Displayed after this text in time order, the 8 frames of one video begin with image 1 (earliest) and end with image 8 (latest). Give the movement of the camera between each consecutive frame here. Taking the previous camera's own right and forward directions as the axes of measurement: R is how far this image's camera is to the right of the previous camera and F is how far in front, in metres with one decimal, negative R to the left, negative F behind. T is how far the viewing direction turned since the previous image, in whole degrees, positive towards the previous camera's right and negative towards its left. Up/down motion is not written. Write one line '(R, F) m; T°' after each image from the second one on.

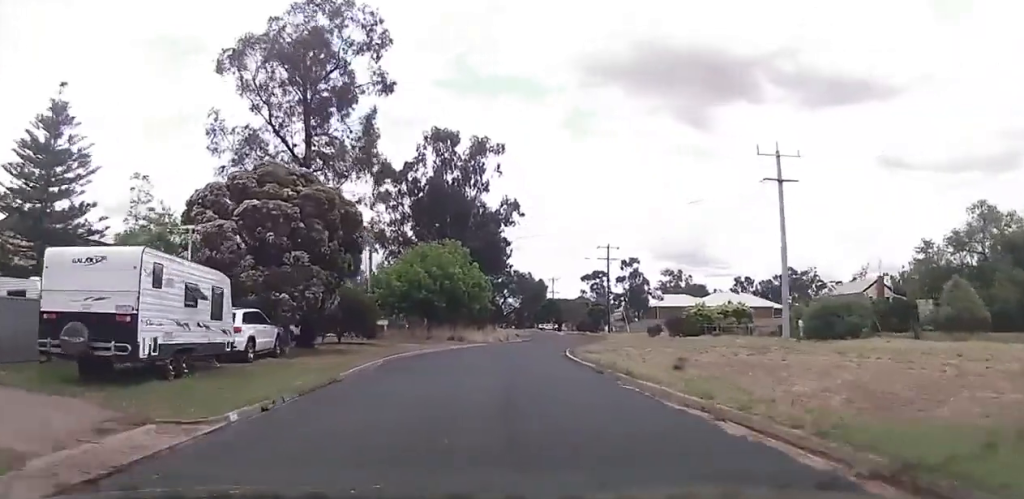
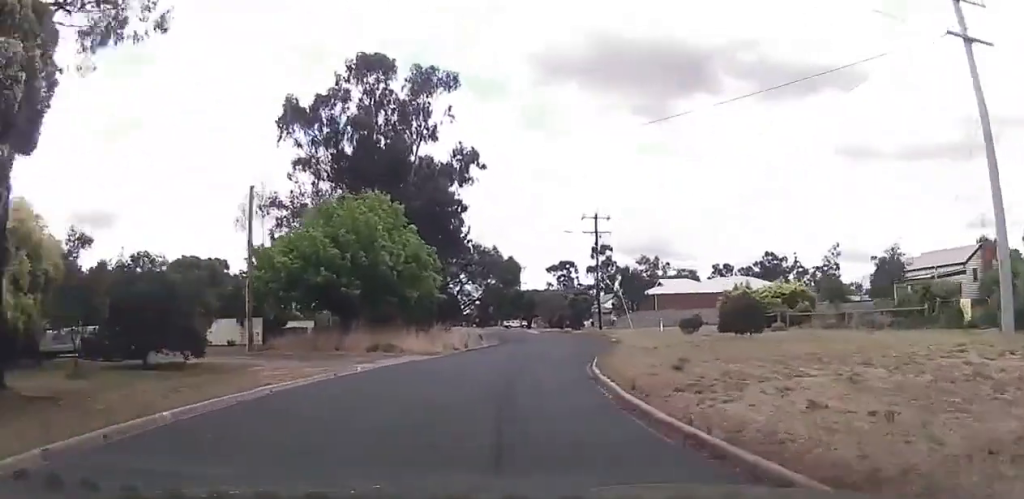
(+0.4, +18.0) m; +2°
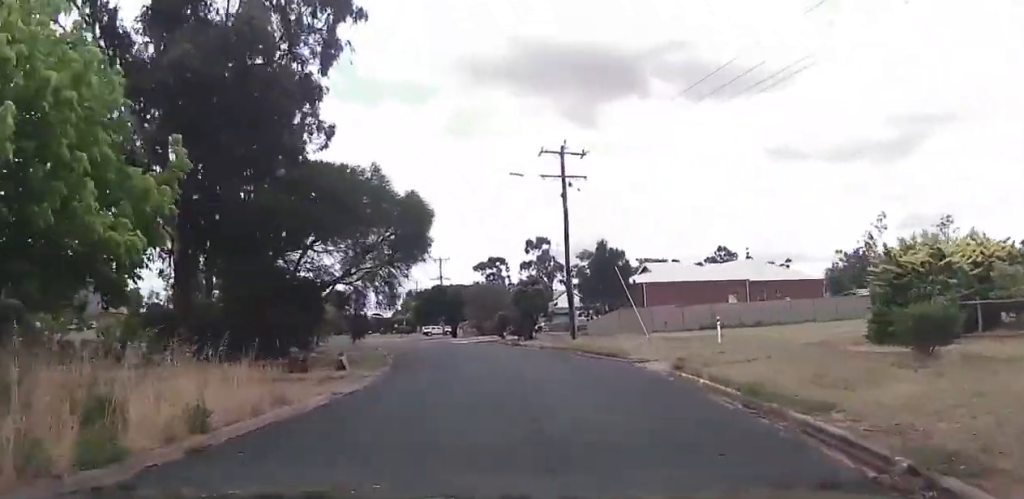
(+1.1, +26.9) m; +6°
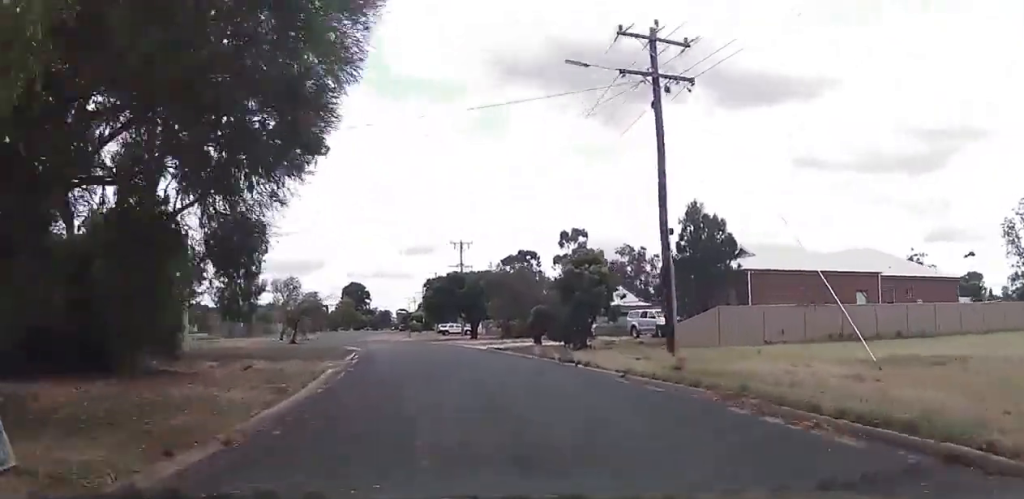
(+0.6, +16.1) m; 0°
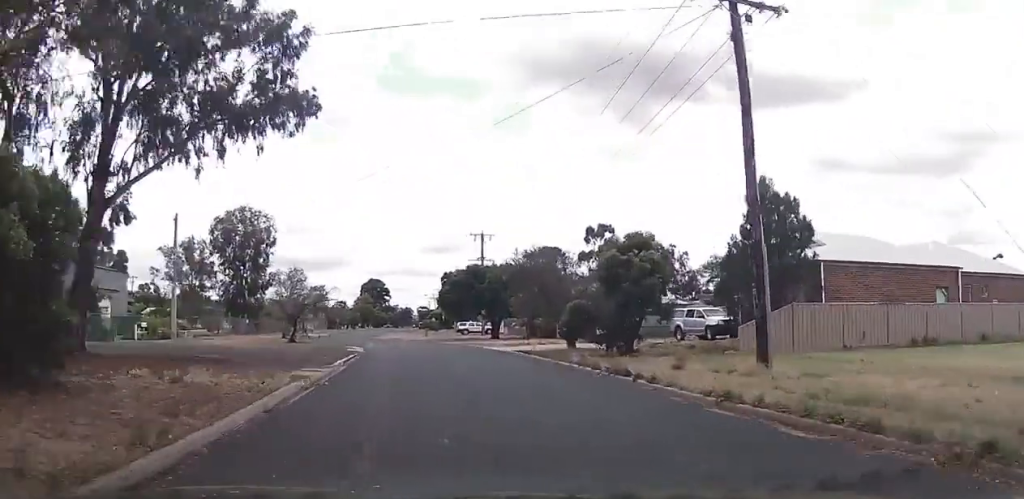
(-0.3, +5.6) m; -1°
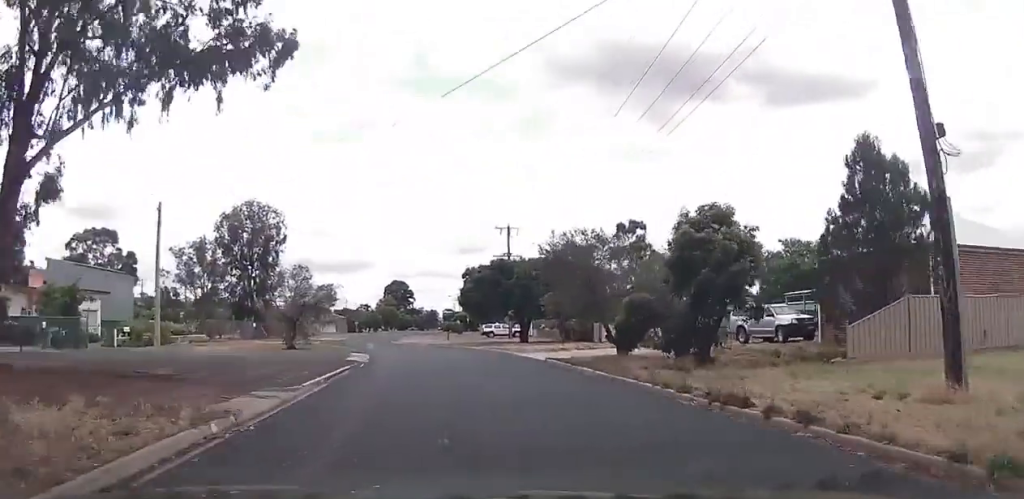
(-0.3, +6.0) m; -1°
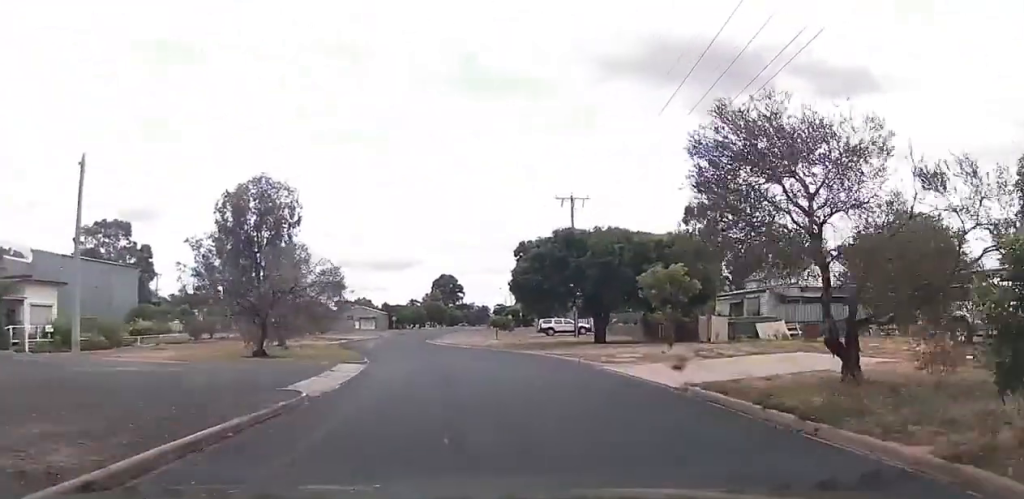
(+0.1, +13.4) m; -2°
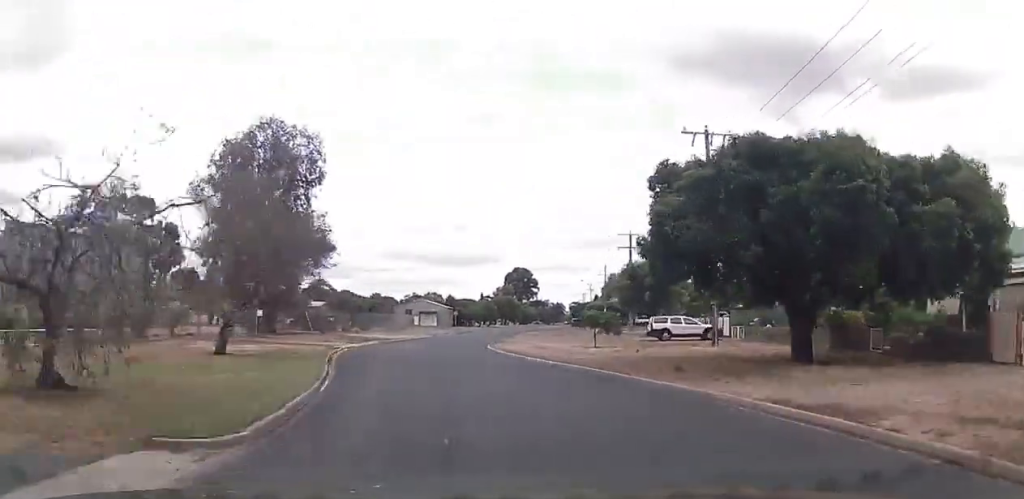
(-0.9, +18.4) m; -8°
